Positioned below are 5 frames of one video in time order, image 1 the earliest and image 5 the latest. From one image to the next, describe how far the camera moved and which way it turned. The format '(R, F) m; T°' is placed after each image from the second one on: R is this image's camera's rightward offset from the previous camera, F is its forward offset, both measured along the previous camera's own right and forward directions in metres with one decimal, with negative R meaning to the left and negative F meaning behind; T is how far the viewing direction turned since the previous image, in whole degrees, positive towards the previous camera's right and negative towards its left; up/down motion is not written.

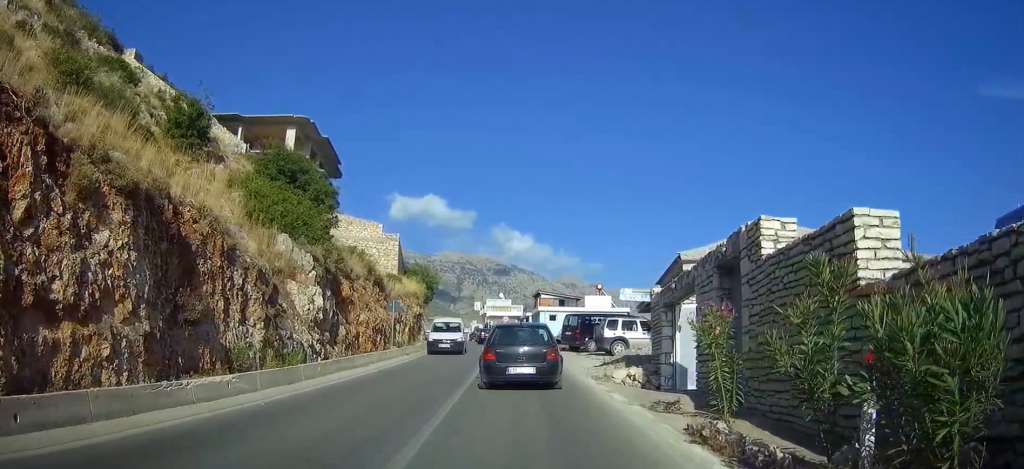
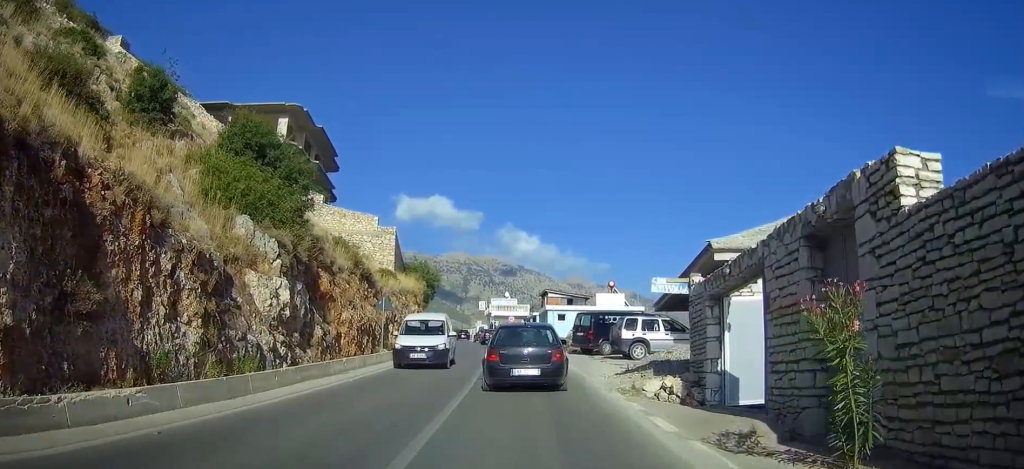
(-0.1, +3.5) m; 0°
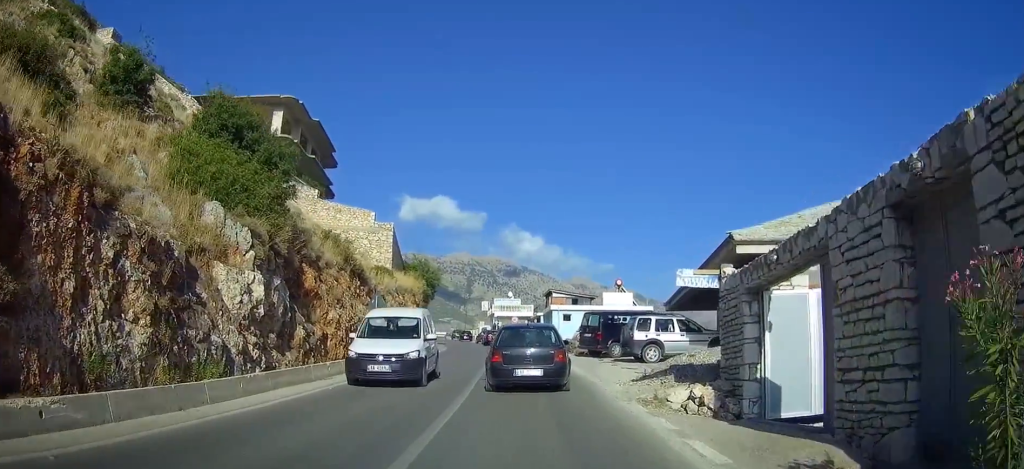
(0.0, +2.1) m; 0°
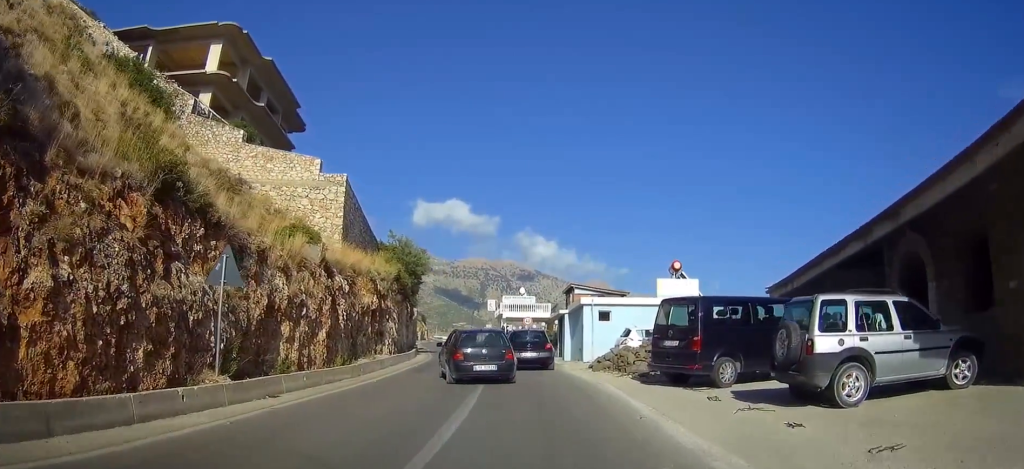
(-0.1, +14.2) m; -4°
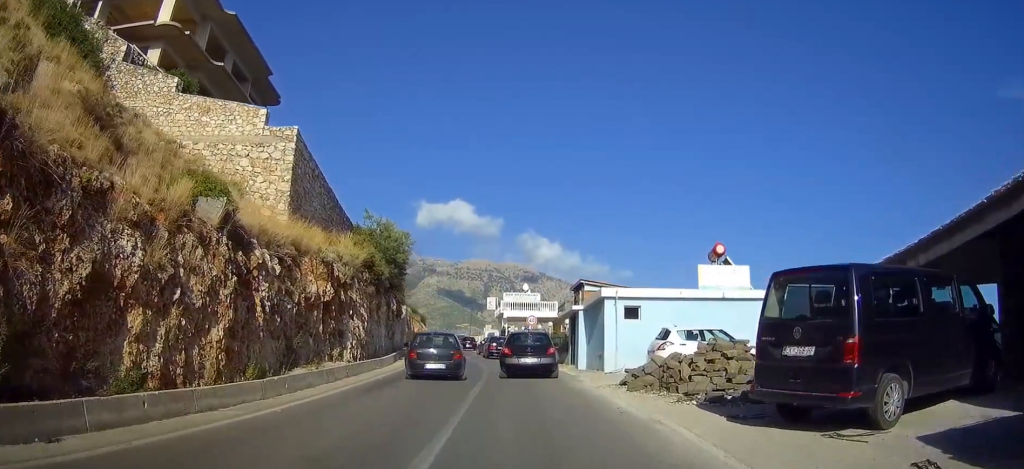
(-0.2, +6.9) m; -3°
